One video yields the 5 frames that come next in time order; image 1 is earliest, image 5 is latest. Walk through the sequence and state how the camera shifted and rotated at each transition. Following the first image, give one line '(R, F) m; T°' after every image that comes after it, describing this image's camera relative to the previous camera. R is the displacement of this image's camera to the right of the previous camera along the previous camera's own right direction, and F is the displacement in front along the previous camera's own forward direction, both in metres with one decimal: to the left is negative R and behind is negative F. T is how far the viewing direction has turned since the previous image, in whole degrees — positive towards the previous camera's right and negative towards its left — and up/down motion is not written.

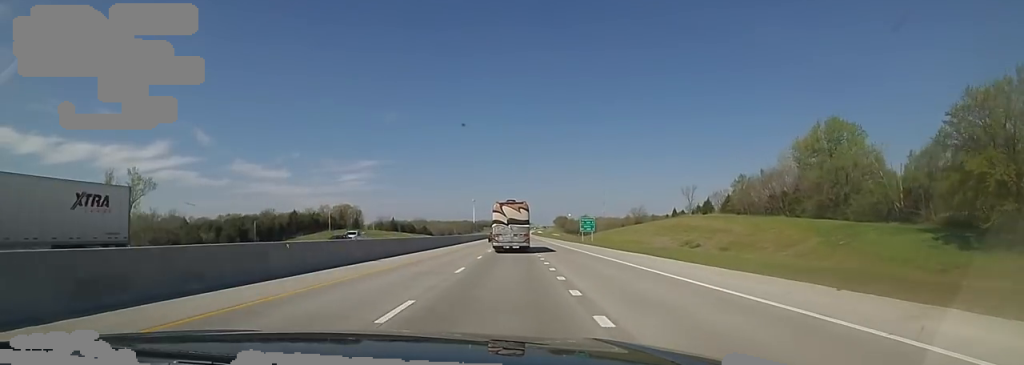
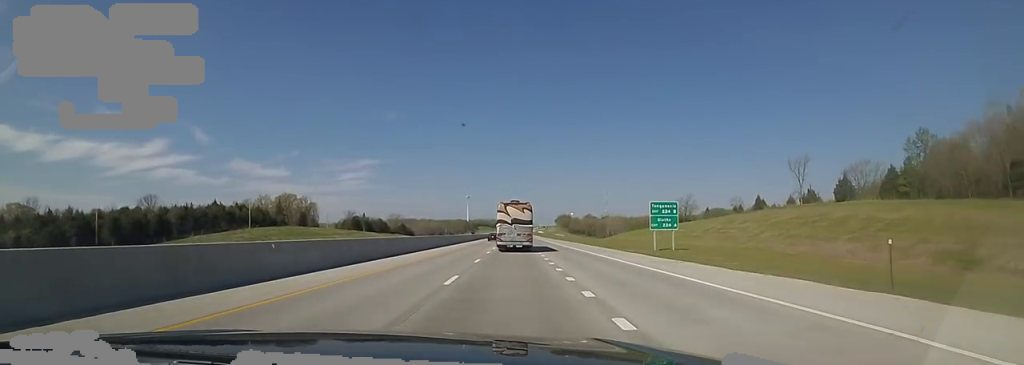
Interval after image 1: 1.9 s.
(-1.0, +59.3) m; +2°
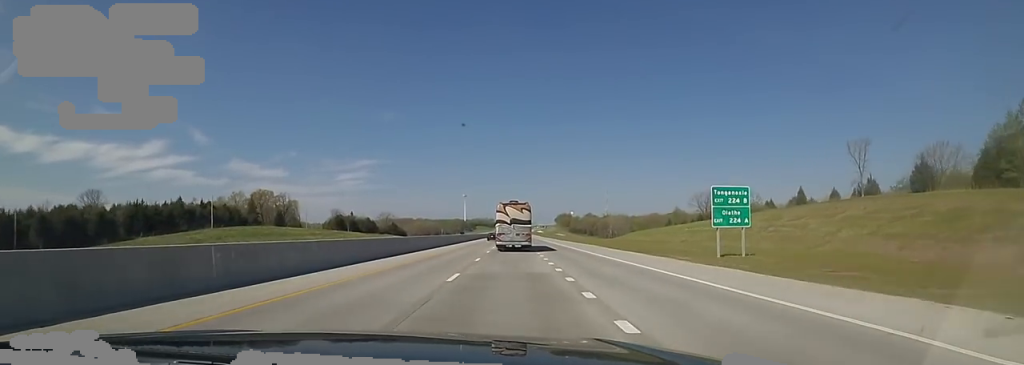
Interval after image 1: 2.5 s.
(+1.1, +19.2) m; 0°
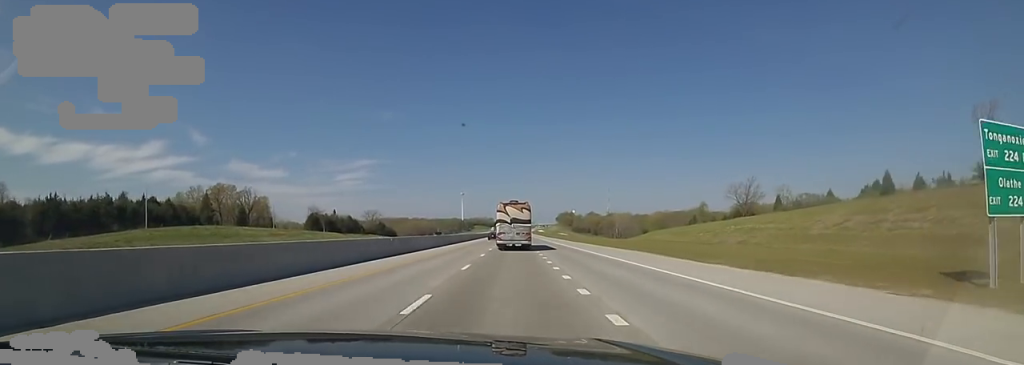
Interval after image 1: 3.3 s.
(0.0, +24.9) m; -1°
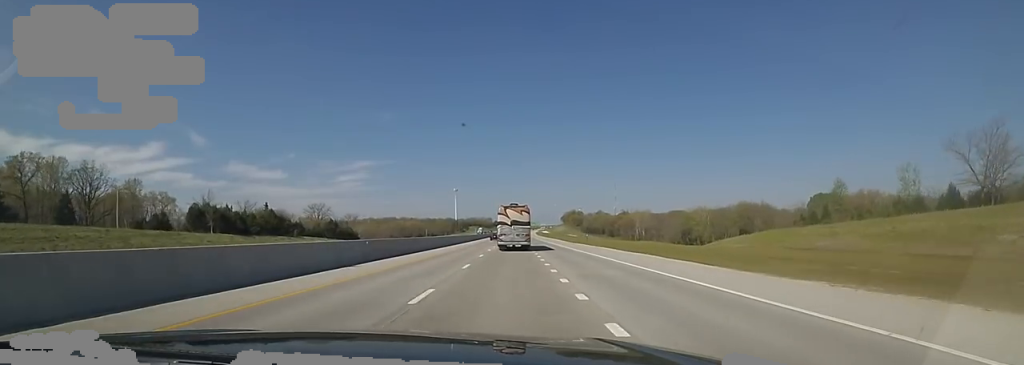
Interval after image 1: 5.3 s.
(-0.8, +68.6) m; +1°
